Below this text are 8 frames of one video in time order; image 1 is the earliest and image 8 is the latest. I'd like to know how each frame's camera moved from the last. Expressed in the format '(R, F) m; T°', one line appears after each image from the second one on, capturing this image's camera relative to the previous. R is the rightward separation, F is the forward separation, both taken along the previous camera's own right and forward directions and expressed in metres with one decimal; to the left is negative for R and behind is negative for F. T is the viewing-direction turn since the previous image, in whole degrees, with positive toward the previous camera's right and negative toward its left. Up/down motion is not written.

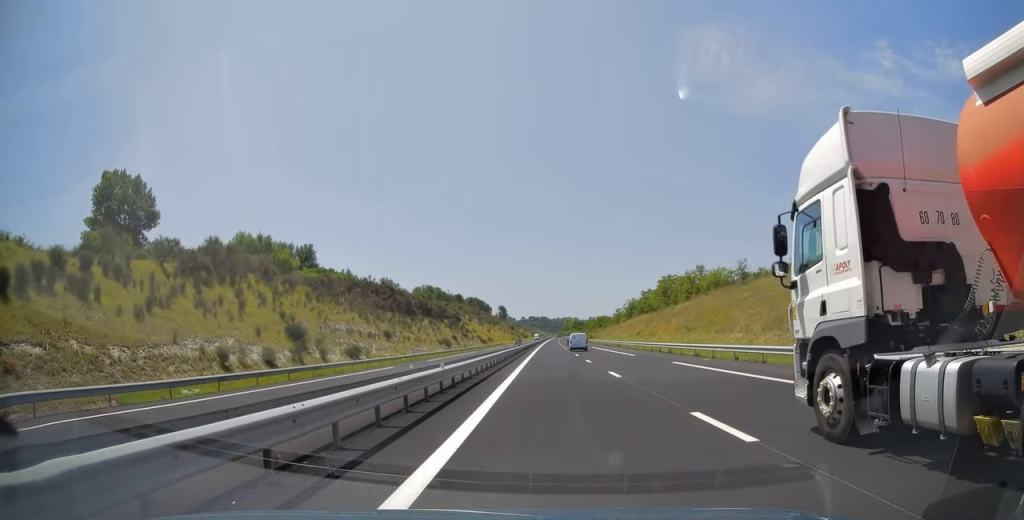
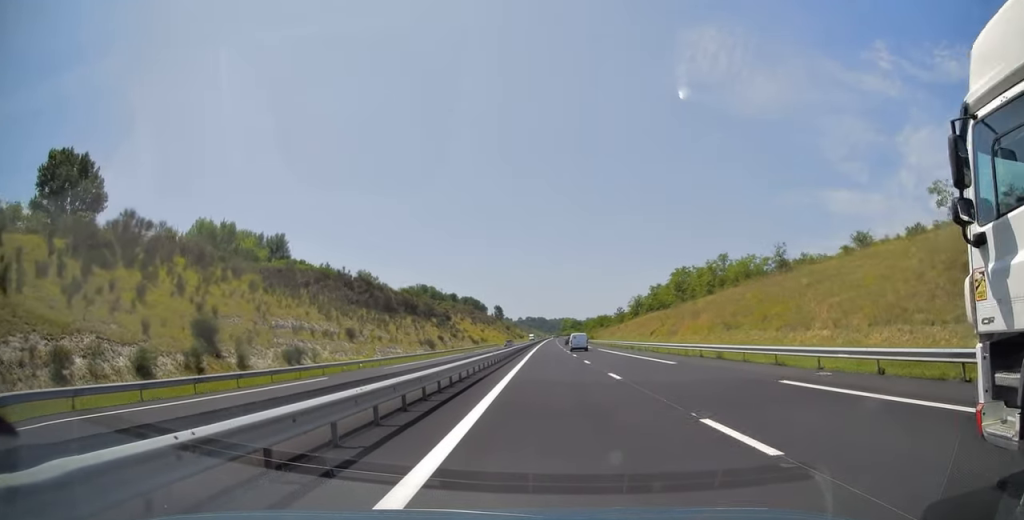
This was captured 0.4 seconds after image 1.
(0.0, +13.9) m; 0°
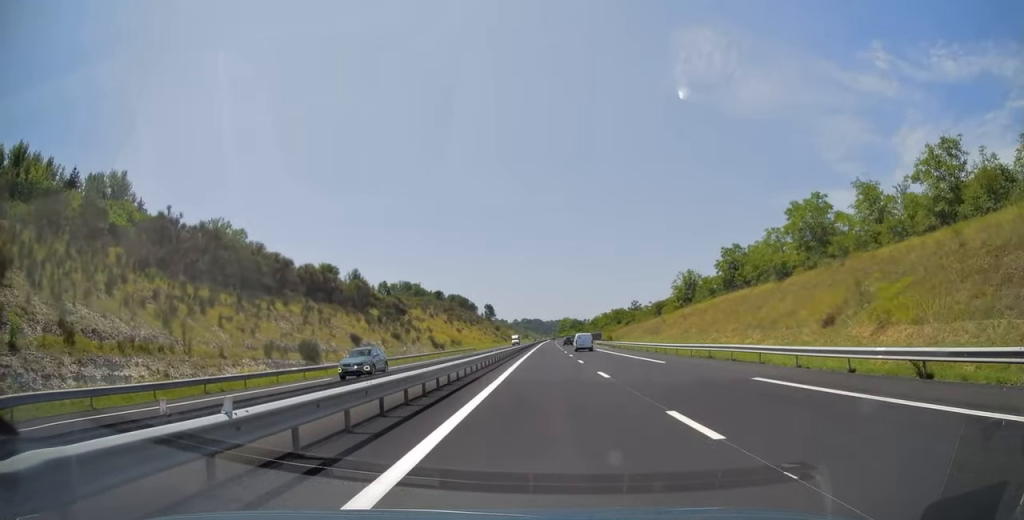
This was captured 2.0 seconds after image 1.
(+0.5, +50.6) m; +1°
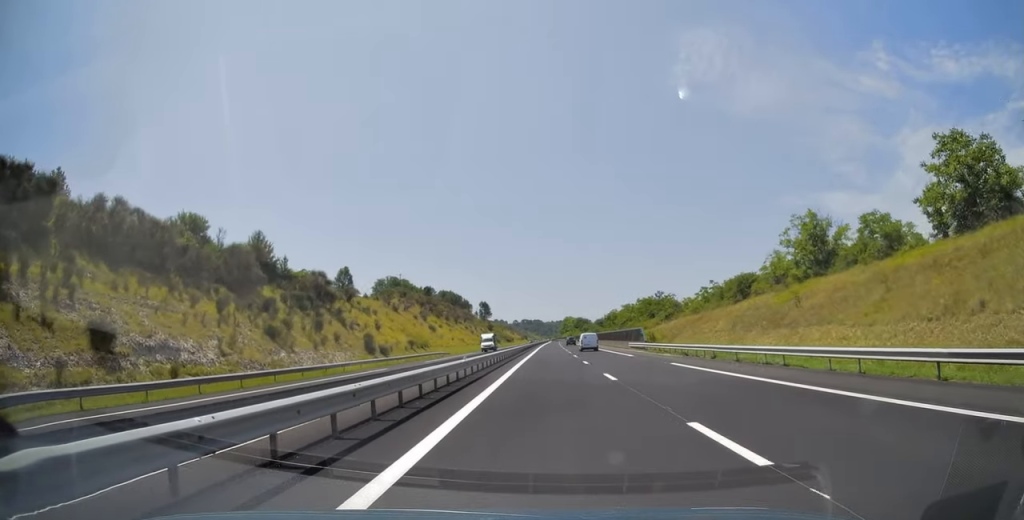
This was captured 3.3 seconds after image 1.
(-0.1, +40.5) m; 0°
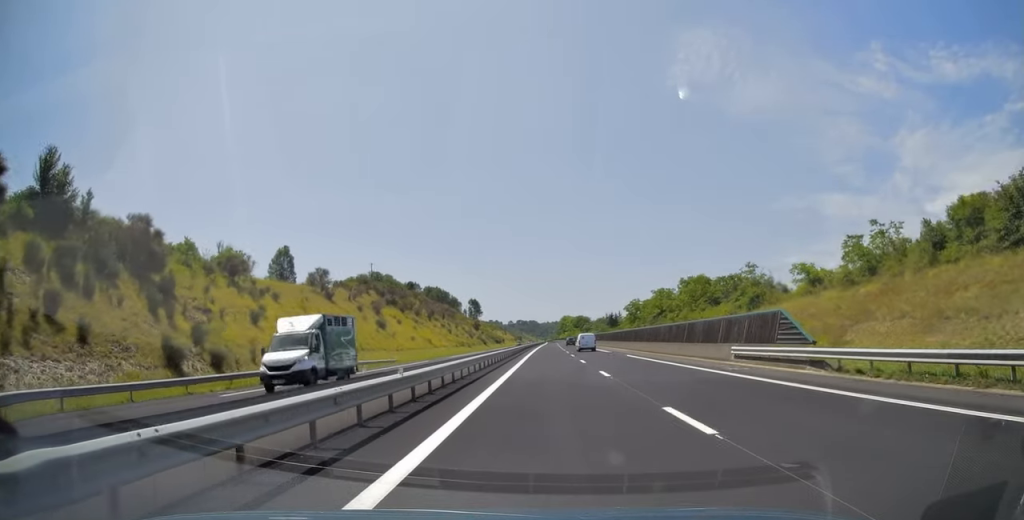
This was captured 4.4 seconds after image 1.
(0.0, +36.8) m; 0°
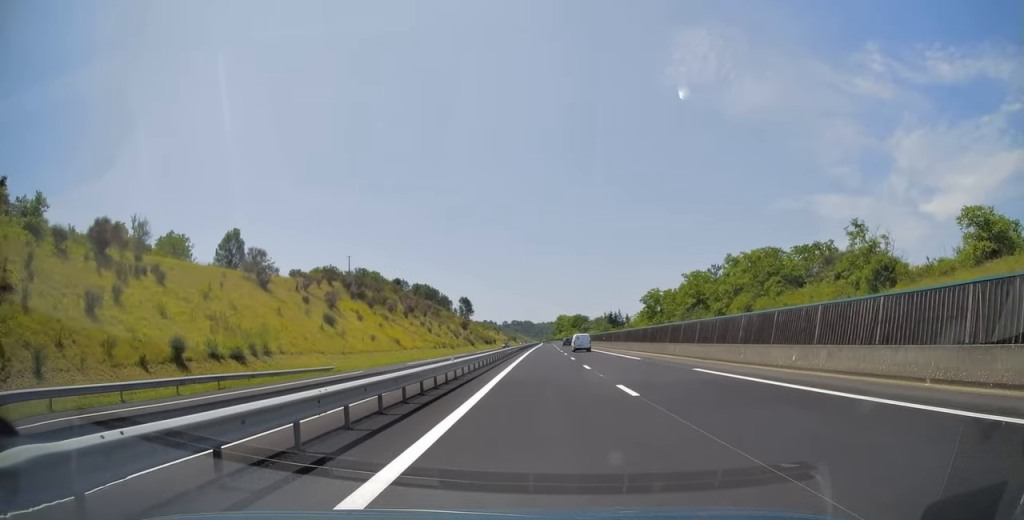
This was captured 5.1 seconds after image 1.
(-0.1, +20.3) m; 0°
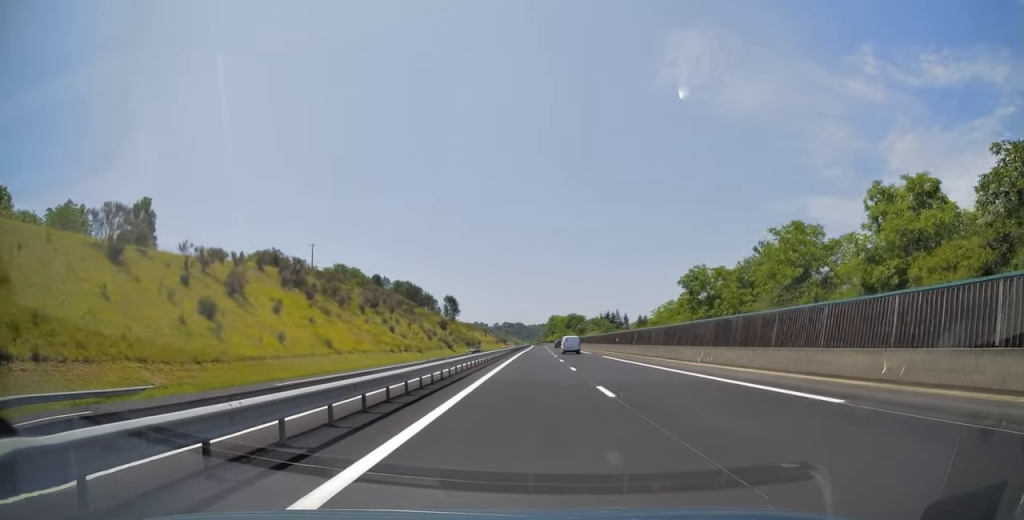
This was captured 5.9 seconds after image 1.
(+0.3, +25.6) m; +1°
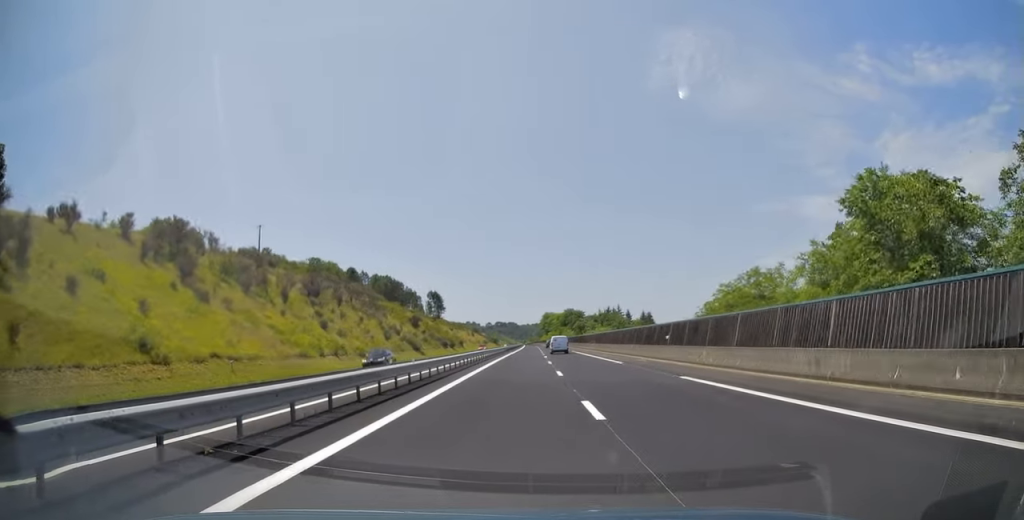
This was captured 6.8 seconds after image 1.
(+0.1, +29.9) m; +1°
